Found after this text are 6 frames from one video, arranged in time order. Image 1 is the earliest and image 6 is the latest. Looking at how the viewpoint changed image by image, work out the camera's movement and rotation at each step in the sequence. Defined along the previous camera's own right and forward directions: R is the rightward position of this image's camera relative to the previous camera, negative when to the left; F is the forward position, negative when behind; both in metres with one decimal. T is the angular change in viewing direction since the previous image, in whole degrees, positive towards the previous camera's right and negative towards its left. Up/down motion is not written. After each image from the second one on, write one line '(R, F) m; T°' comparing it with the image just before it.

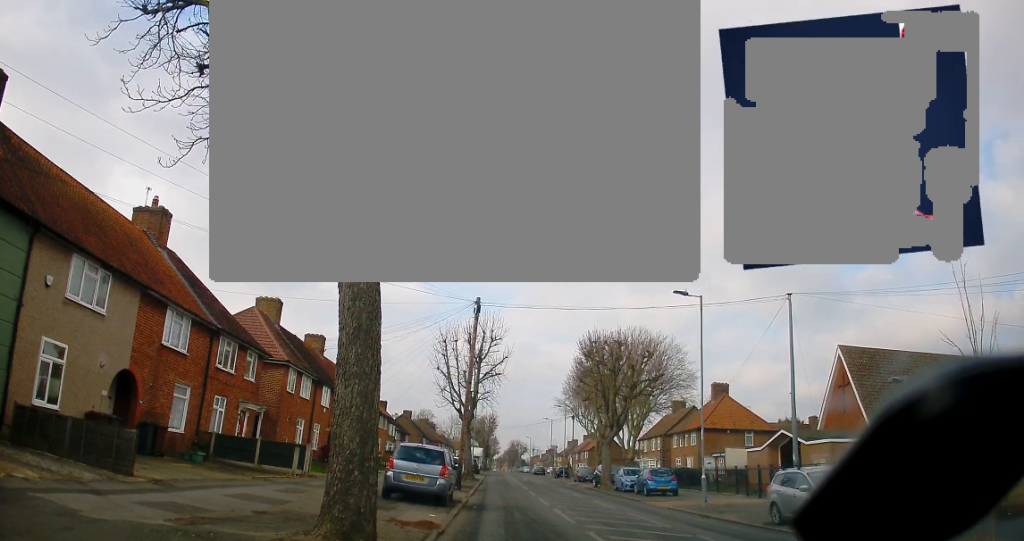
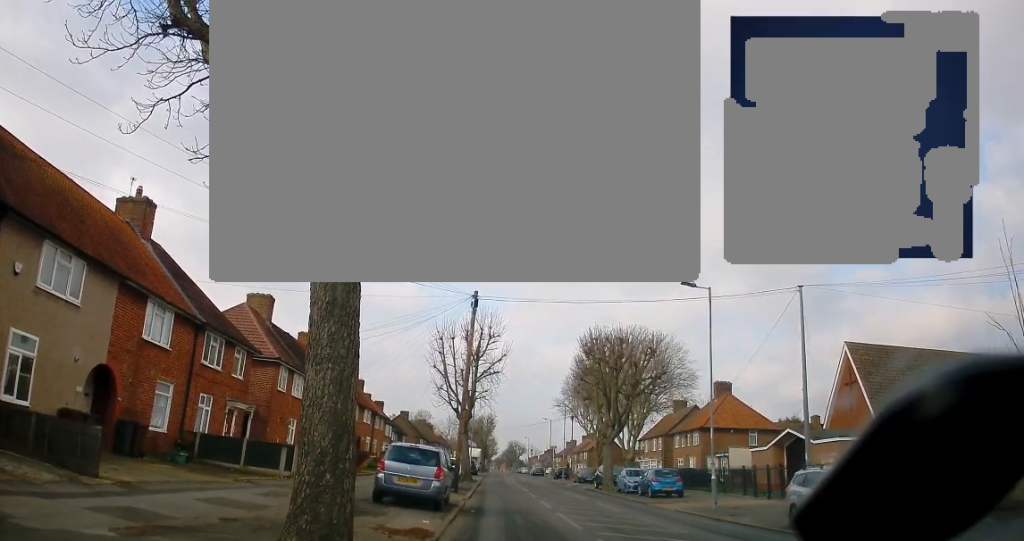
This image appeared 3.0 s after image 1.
(0.0, +0.9) m; 0°
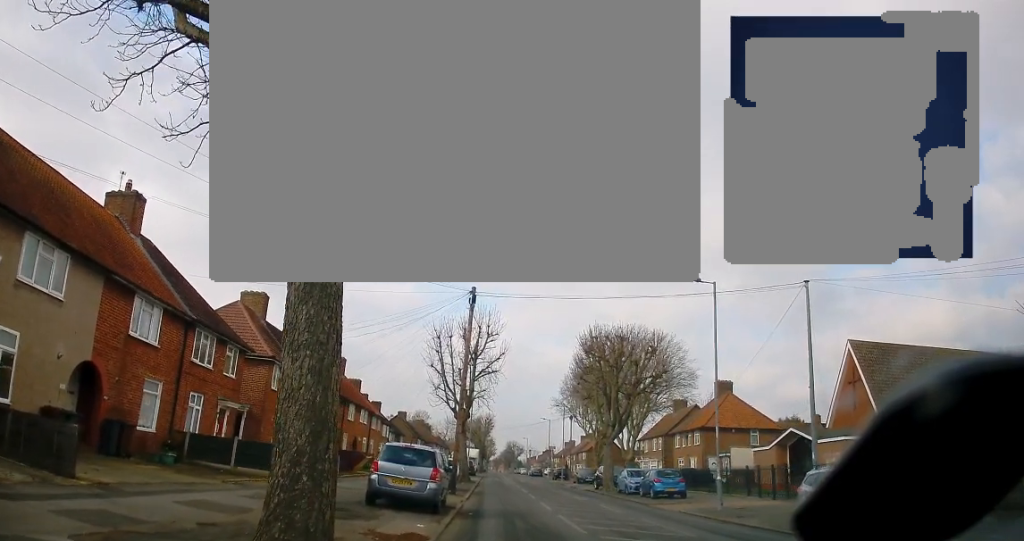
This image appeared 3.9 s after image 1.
(0.0, +0.7) m; 0°
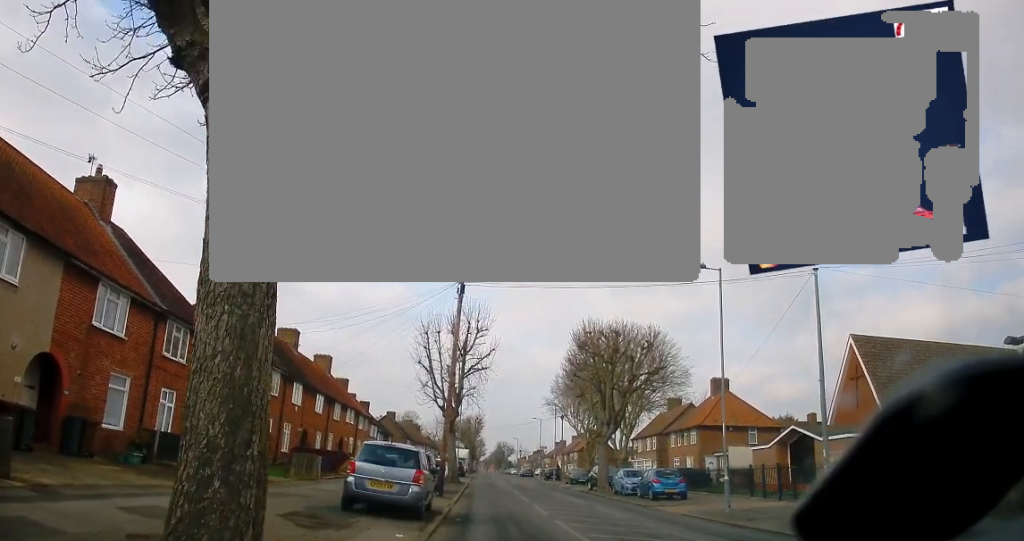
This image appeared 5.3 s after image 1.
(0.0, +1.6) m; 0°
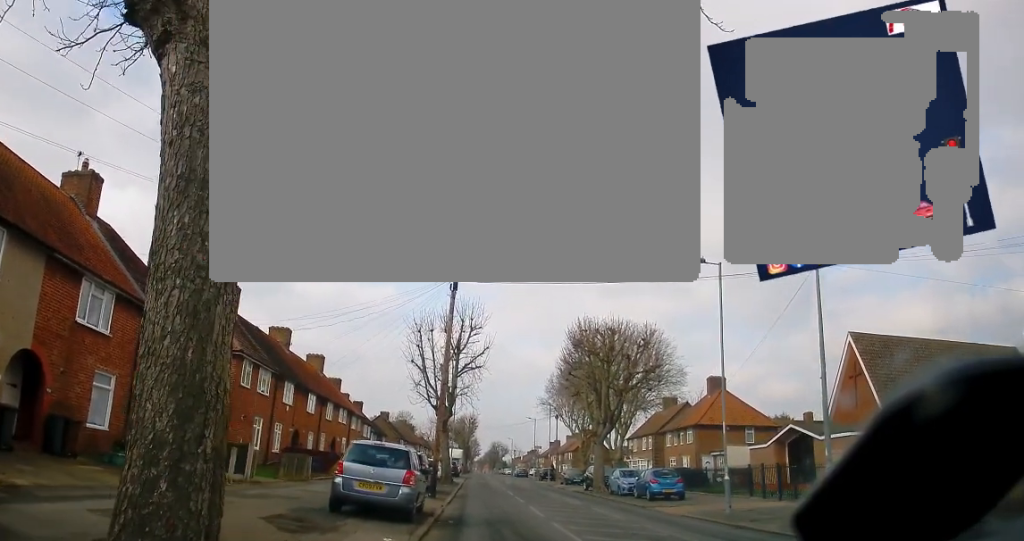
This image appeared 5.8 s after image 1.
(0.0, +0.6) m; 0°
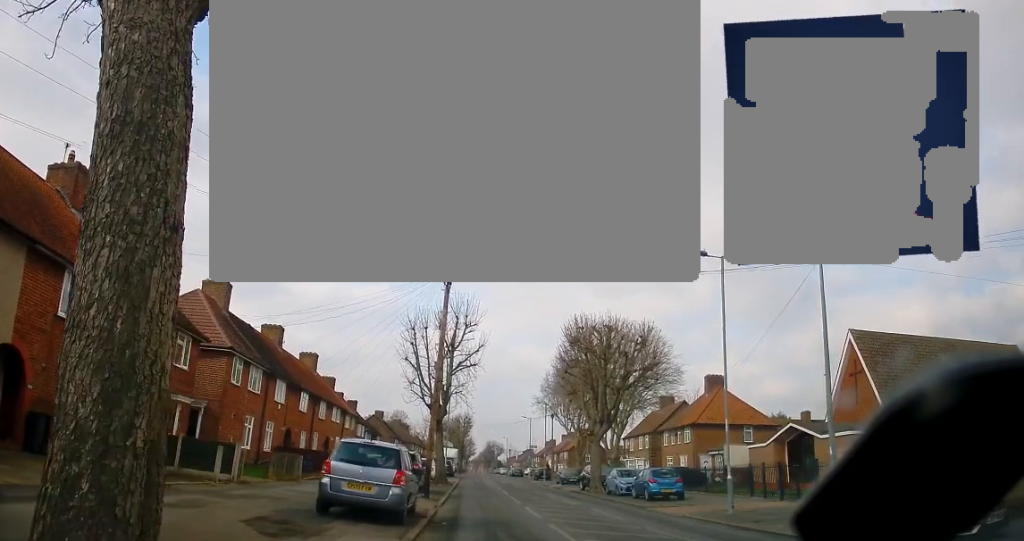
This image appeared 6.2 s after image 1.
(0.0, +0.7) m; 0°
